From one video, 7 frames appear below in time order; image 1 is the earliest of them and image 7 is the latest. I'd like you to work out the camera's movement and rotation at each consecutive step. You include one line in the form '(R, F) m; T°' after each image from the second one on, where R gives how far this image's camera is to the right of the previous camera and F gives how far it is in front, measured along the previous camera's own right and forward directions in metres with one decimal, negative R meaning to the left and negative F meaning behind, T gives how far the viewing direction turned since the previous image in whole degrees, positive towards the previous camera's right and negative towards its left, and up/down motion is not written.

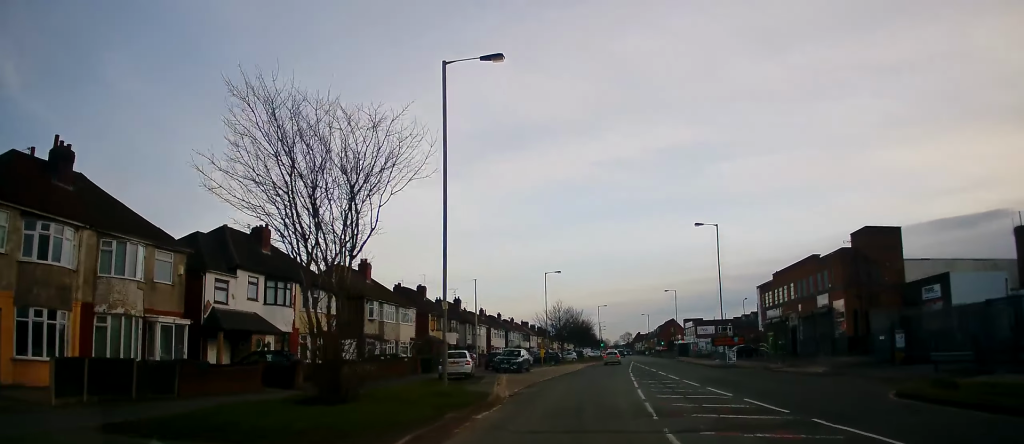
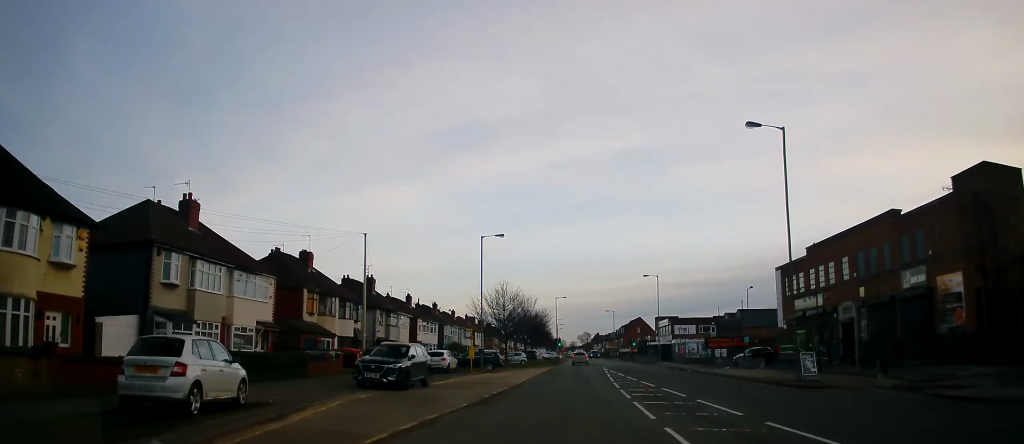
(+1.2, +20.4) m; +7°
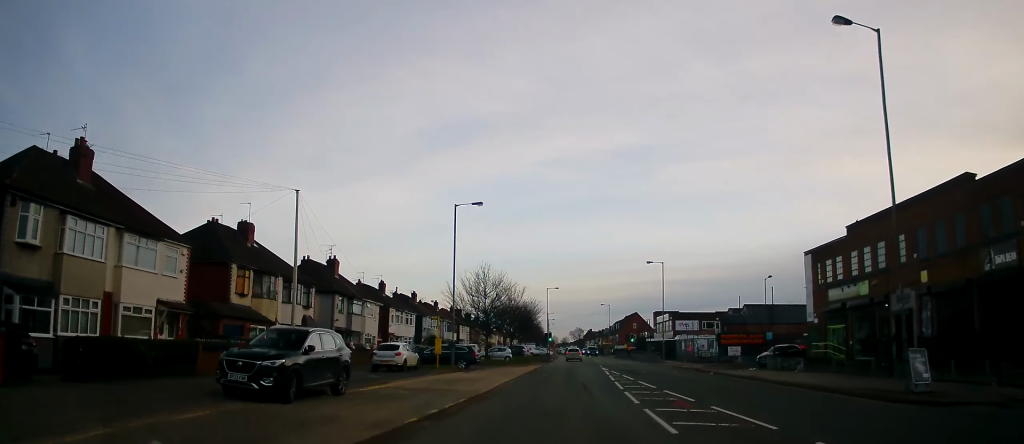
(+0.2, +8.4) m; +1°
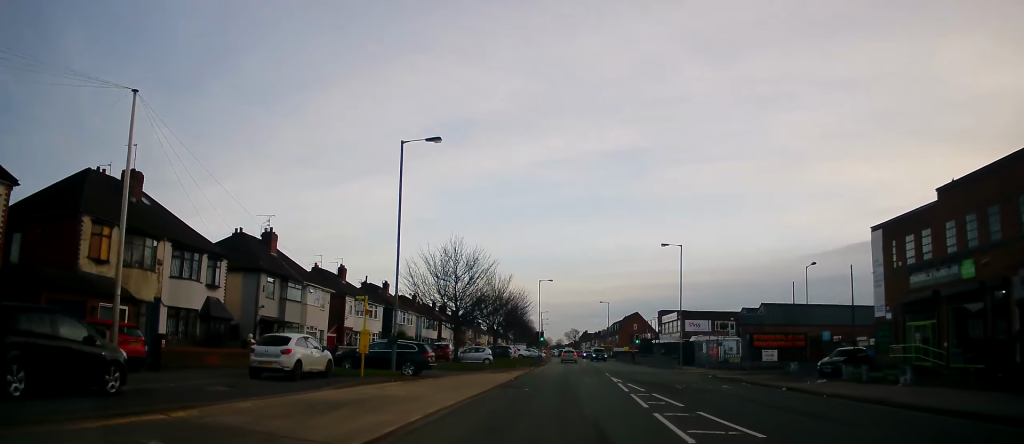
(-0.1, +11.5) m; -1°
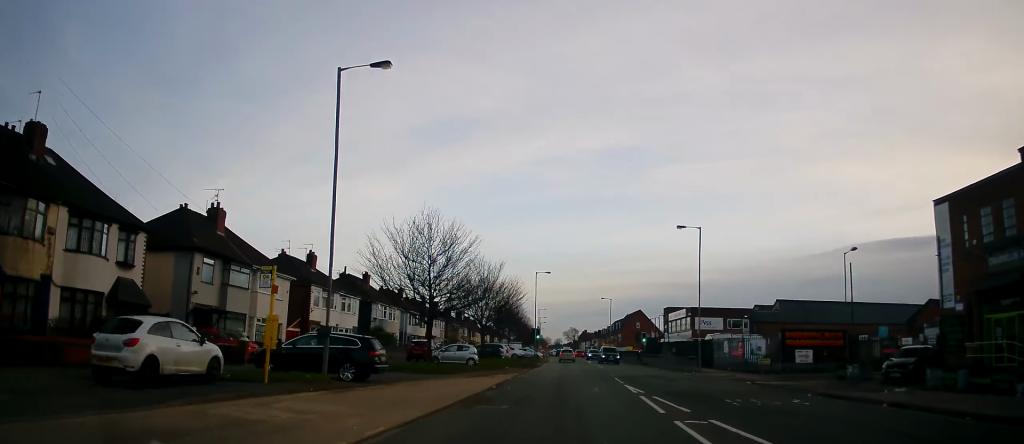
(-0.2, +7.1) m; 0°
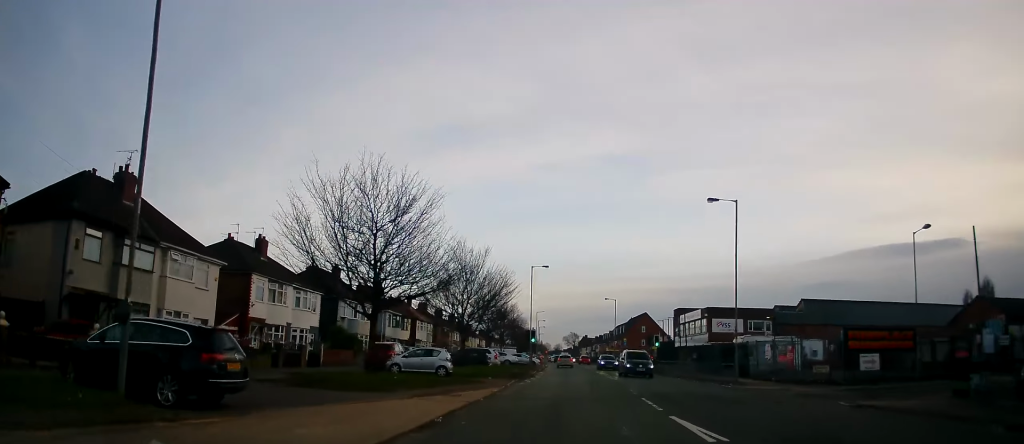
(+0.2, +9.1) m; +1°
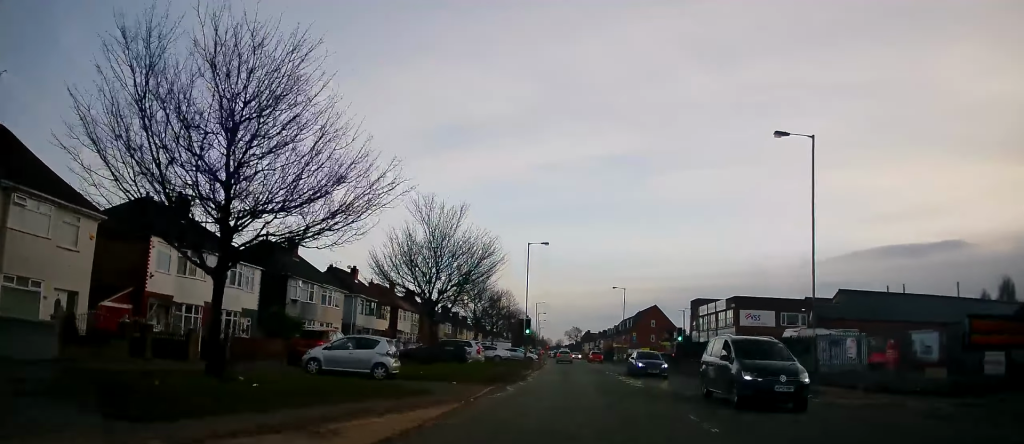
(0.0, +10.3) m; 0°
